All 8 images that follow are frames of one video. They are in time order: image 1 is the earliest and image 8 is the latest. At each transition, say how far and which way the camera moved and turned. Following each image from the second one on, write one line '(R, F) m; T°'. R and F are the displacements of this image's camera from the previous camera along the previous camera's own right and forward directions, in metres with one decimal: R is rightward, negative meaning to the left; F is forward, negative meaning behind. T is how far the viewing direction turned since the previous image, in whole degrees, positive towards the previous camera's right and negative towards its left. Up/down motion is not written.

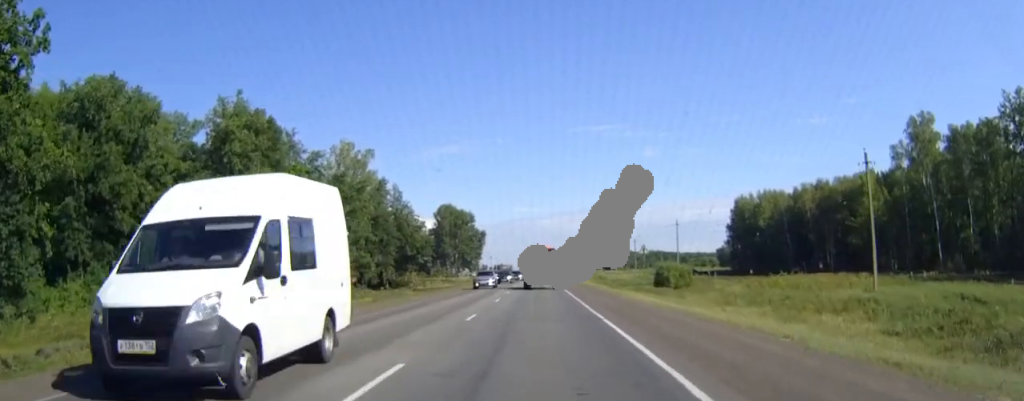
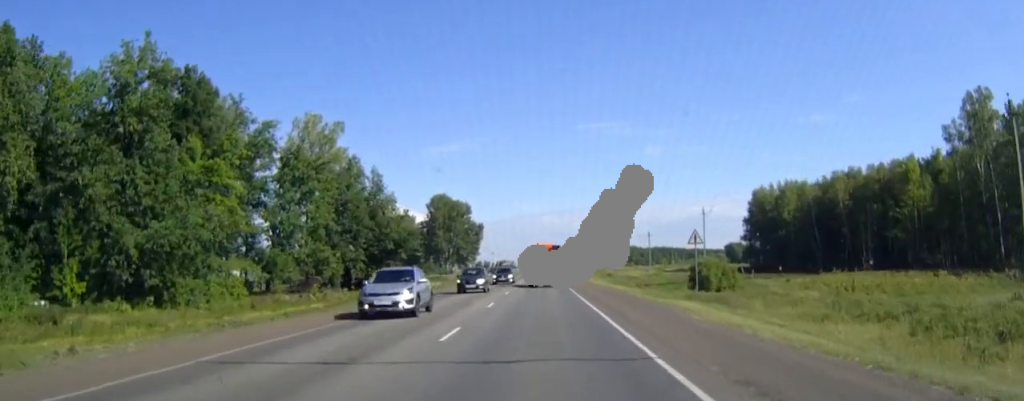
(0.0, +17.3) m; 0°
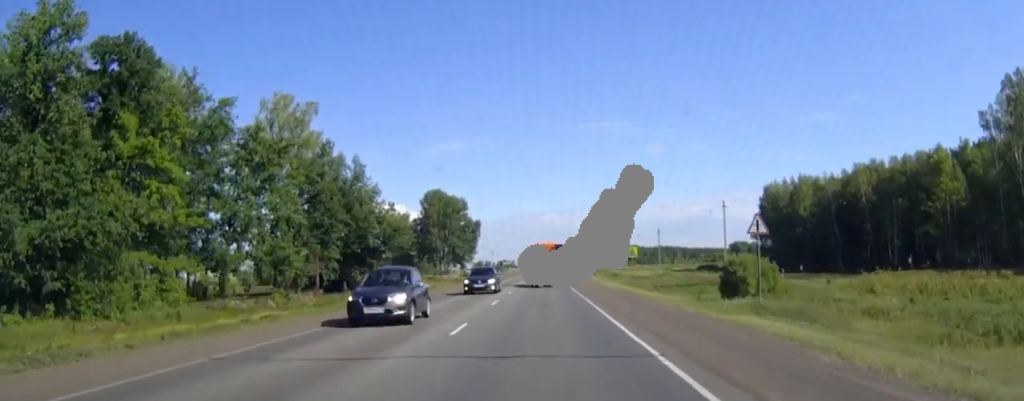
(0.0, +10.7) m; 0°
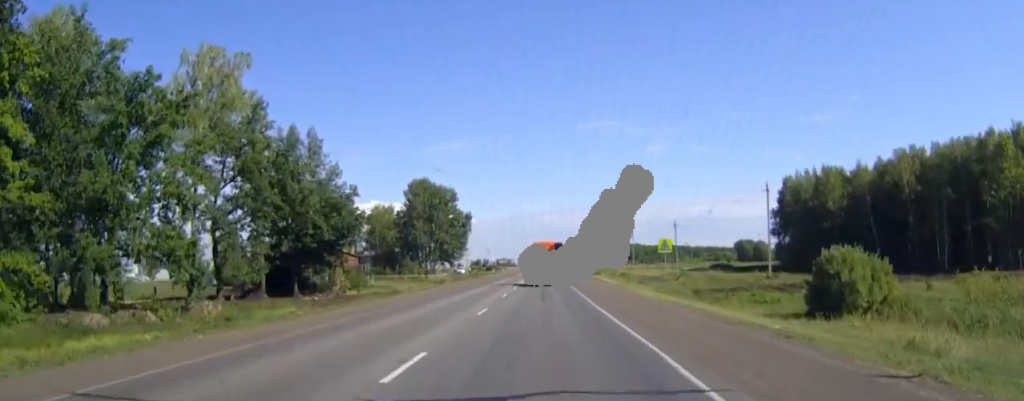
(-0.1, +18.8) m; 0°
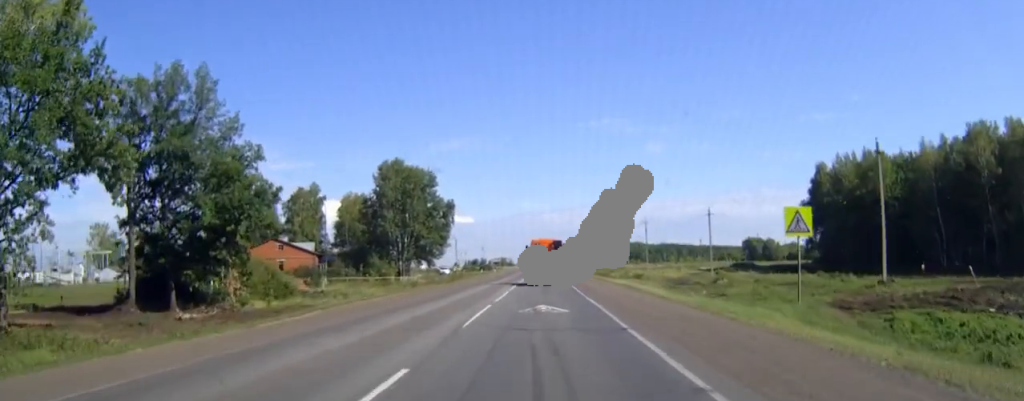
(+0.1, +25.8) m; 0°
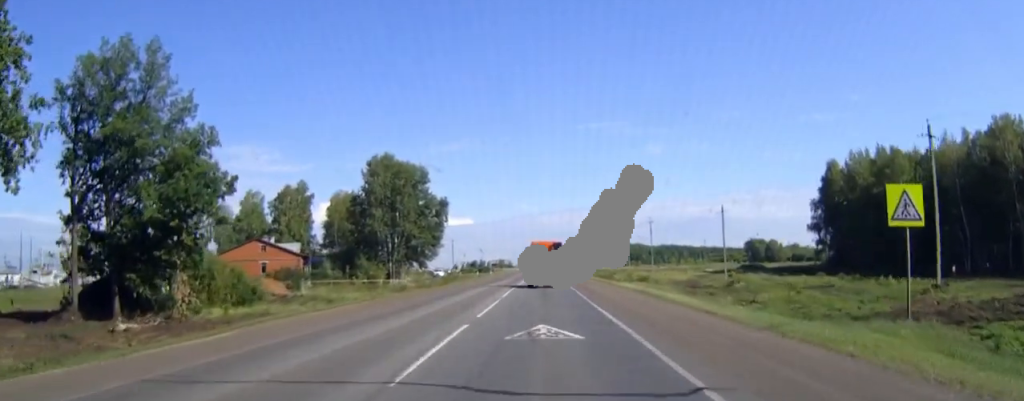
(0.0, +7.5) m; 0°
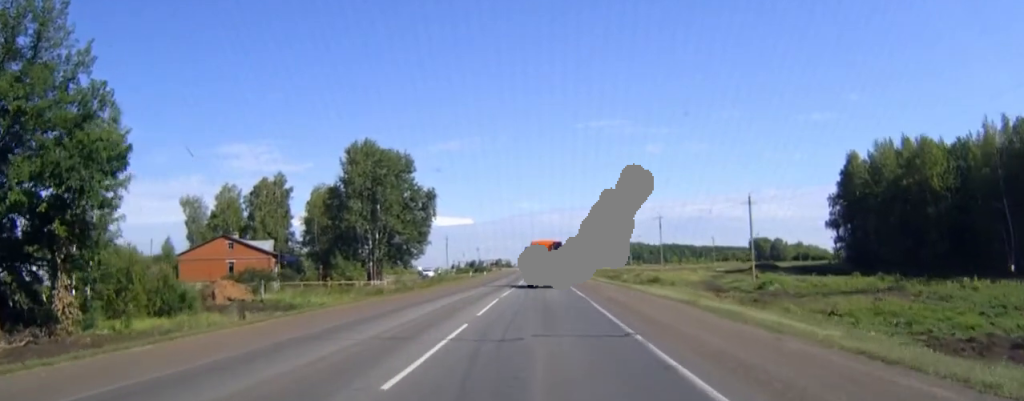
(0.0, +12.1) m; 0°
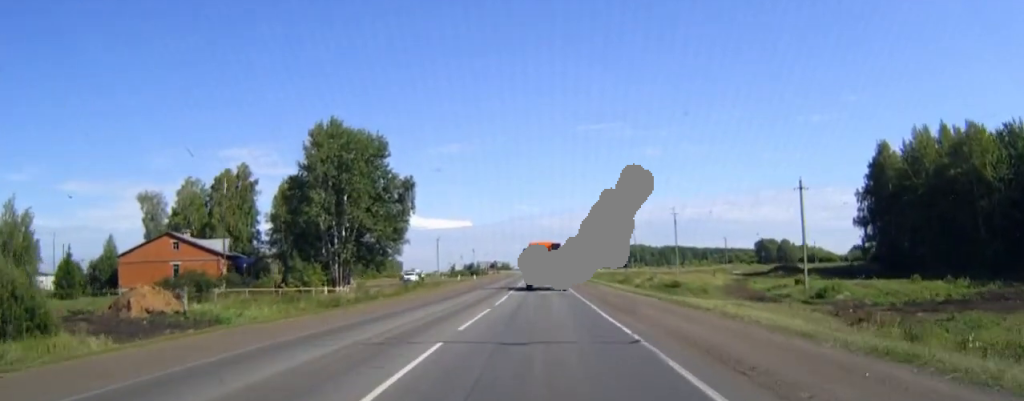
(0.0, +16.0) m; 0°
